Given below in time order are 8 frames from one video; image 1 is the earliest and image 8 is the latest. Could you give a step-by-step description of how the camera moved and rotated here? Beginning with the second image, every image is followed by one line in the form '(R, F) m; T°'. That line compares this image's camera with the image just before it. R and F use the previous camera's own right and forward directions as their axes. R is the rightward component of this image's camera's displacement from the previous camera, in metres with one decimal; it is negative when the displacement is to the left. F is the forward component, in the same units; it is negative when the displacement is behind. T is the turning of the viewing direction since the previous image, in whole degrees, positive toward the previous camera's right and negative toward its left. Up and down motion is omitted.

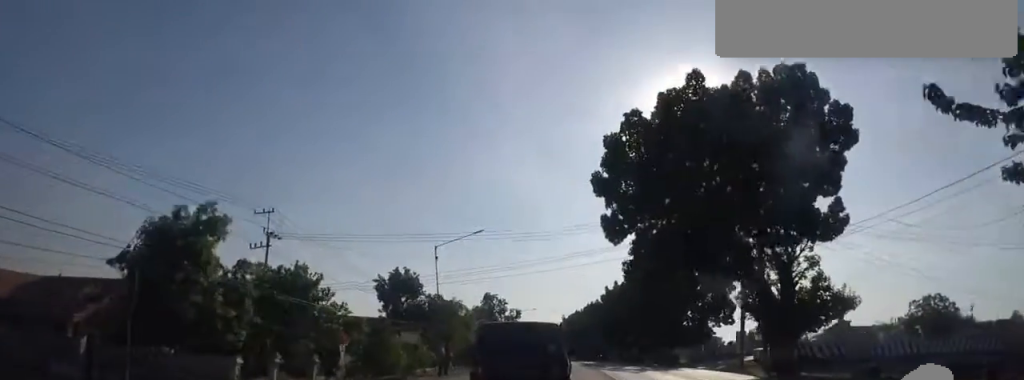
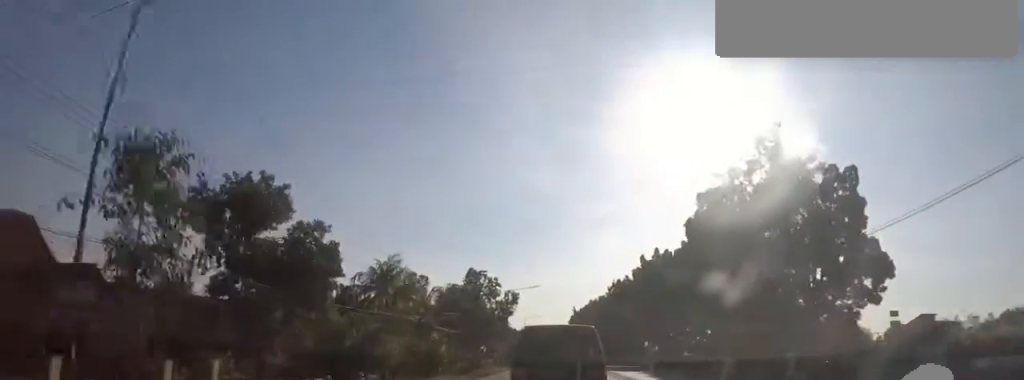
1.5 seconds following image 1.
(+0.5, +25.8) m; -1°
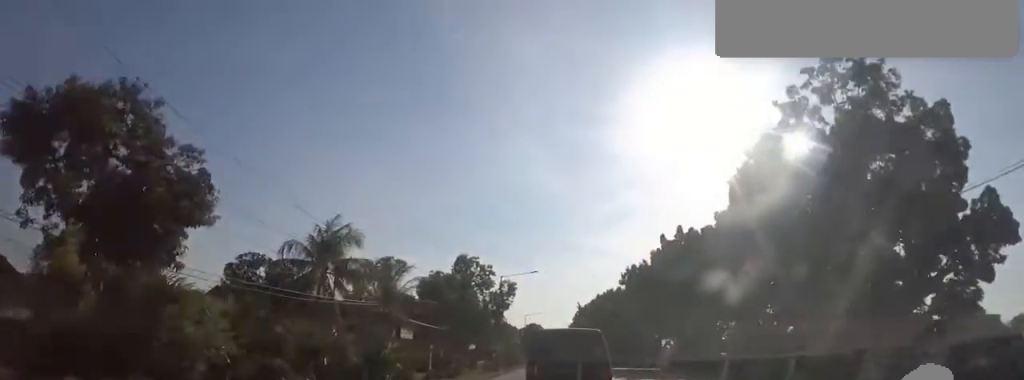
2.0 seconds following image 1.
(-0.3, +9.6) m; -1°
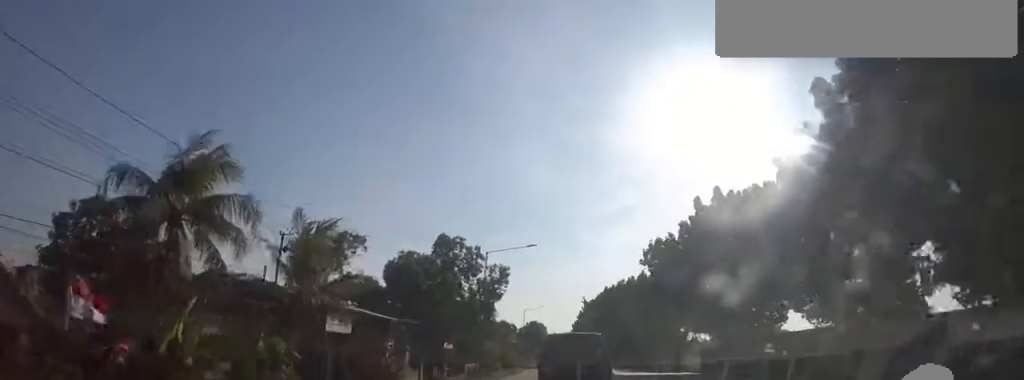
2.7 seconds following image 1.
(-0.1, +11.2) m; -2°
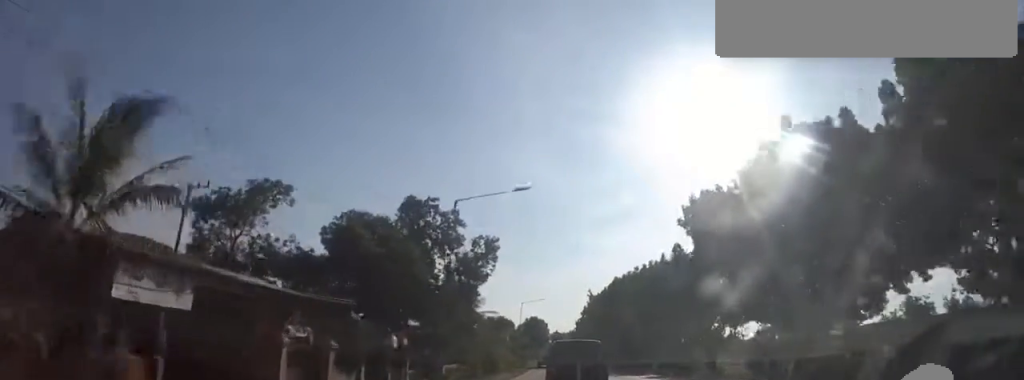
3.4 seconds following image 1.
(-0.1, +11.8) m; 0°
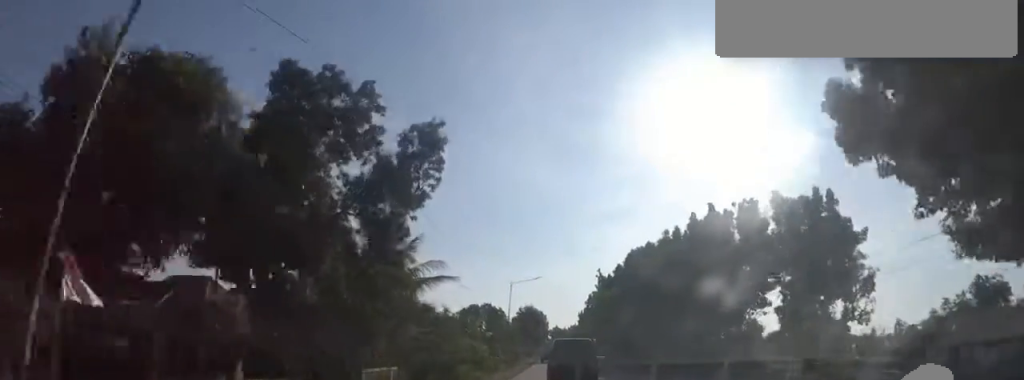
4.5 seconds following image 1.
(0.0, +18.4) m; +1°
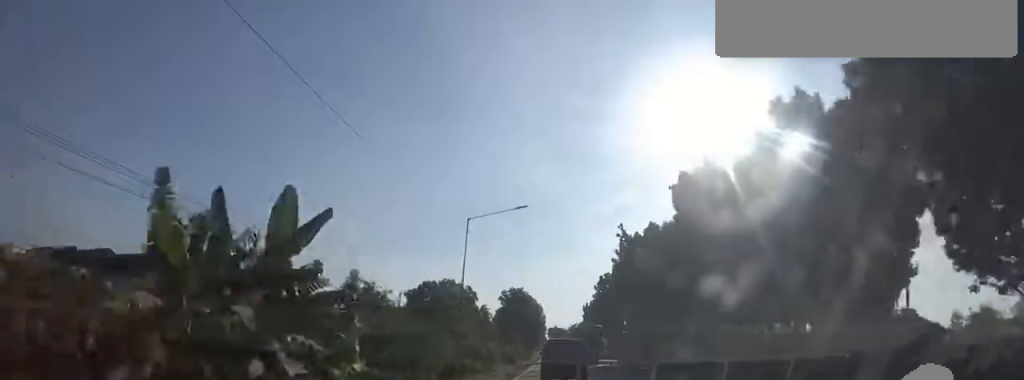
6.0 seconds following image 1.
(-0.2, +26.9) m; 0°
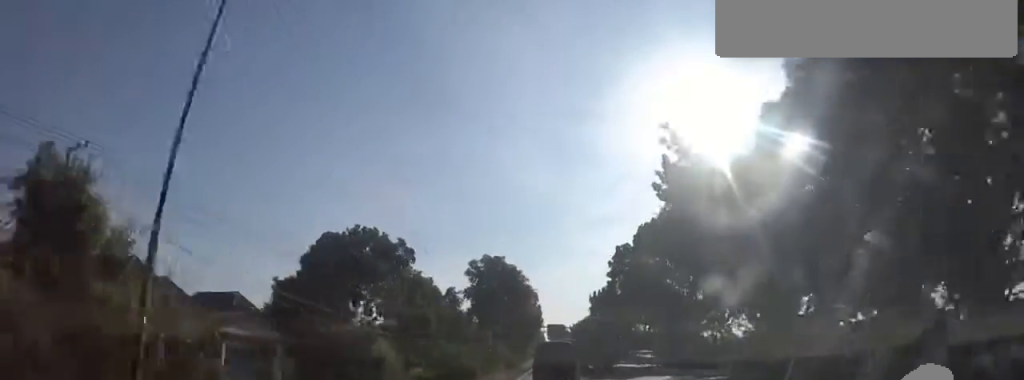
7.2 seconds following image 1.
(+1.2, +22.0) m; 0°
